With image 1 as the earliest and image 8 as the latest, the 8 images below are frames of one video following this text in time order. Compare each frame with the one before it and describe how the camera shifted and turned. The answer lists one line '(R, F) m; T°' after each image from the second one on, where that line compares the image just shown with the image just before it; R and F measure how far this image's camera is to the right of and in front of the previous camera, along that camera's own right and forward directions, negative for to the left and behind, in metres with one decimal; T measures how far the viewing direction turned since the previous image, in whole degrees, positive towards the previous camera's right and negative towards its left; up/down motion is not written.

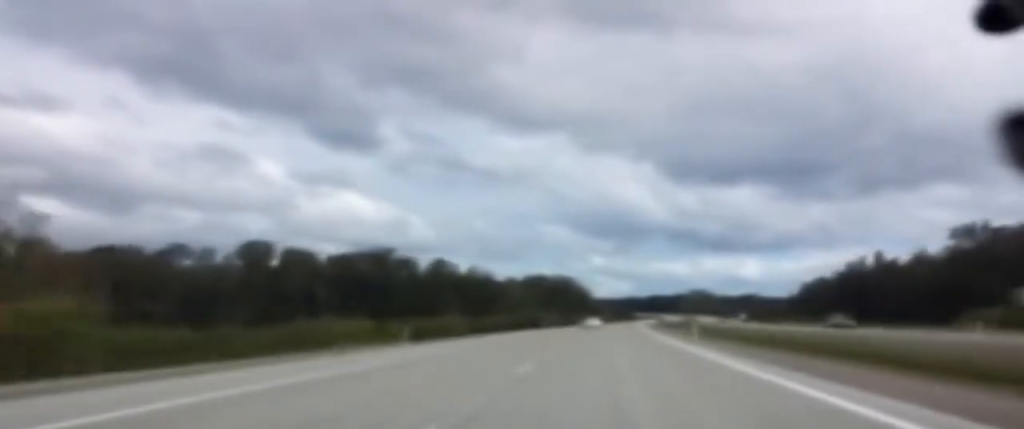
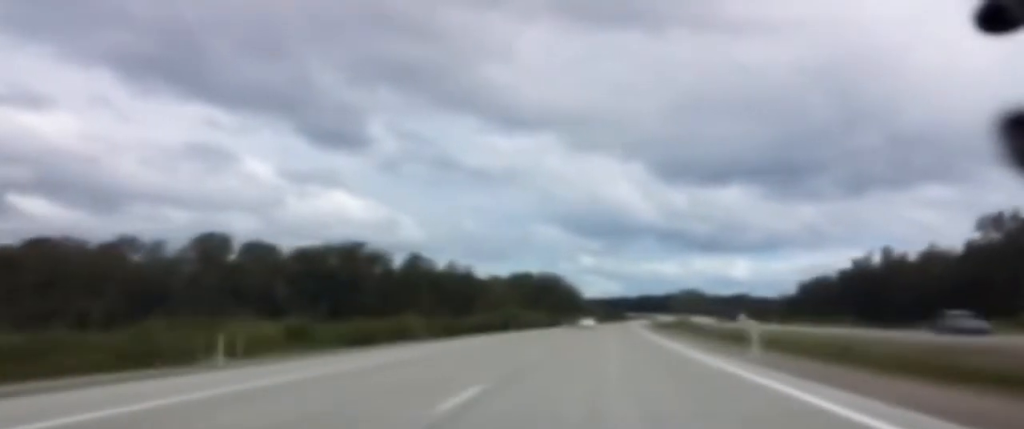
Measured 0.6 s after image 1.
(-0.3, +17.4) m; 0°
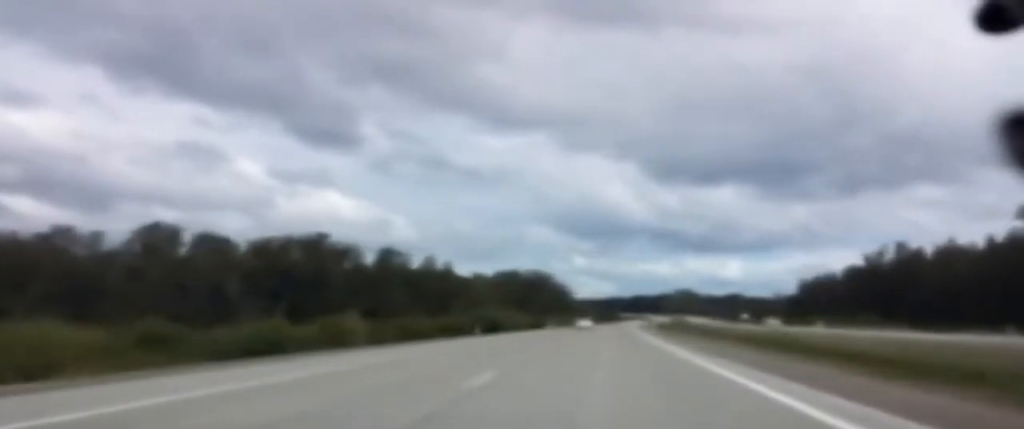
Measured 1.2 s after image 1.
(+0.3, +19.3) m; +1°
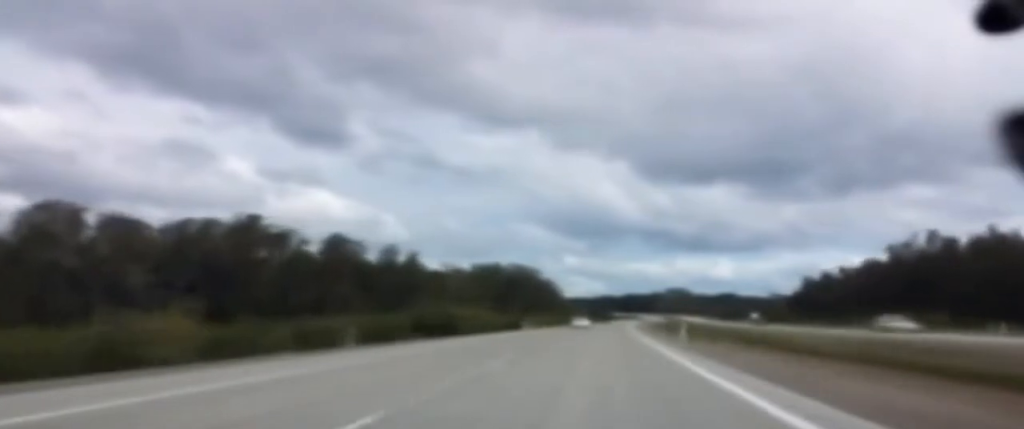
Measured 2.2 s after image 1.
(+0.4, +29.5) m; +1°
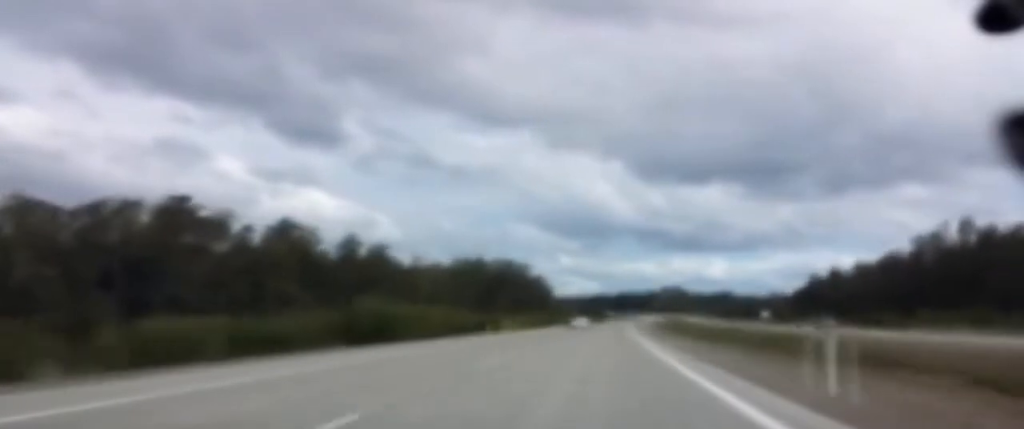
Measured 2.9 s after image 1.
(0.0, +22.3) m; 0°
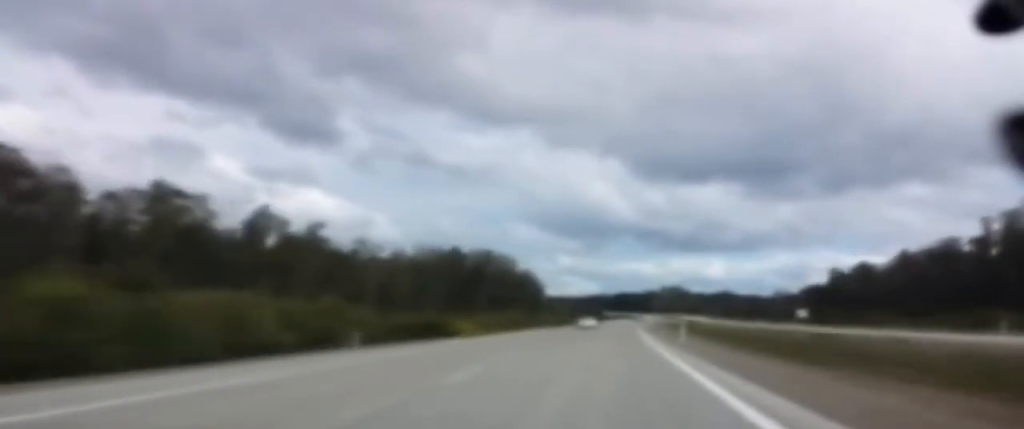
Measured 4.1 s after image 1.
(+0.2, +37.5) m; +1°
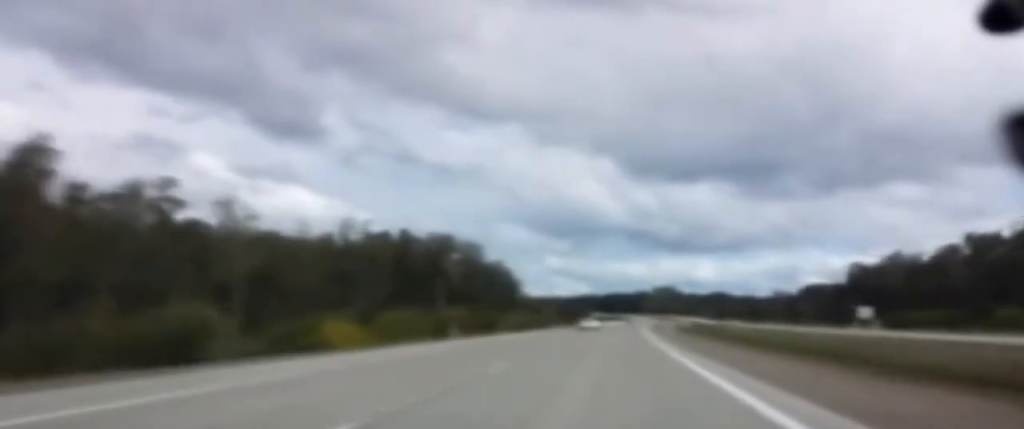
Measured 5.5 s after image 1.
(+0.1, +42.6) m; -1°
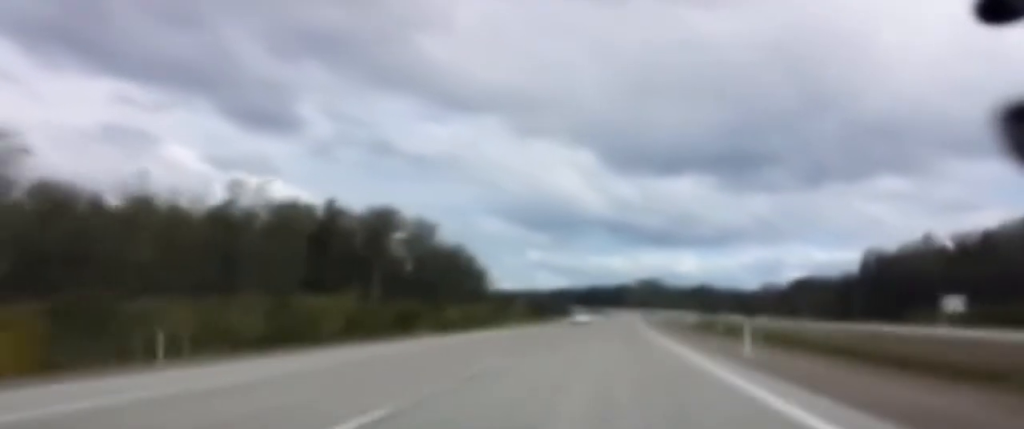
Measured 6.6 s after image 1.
(-0.4, +32.4) m; 0°
